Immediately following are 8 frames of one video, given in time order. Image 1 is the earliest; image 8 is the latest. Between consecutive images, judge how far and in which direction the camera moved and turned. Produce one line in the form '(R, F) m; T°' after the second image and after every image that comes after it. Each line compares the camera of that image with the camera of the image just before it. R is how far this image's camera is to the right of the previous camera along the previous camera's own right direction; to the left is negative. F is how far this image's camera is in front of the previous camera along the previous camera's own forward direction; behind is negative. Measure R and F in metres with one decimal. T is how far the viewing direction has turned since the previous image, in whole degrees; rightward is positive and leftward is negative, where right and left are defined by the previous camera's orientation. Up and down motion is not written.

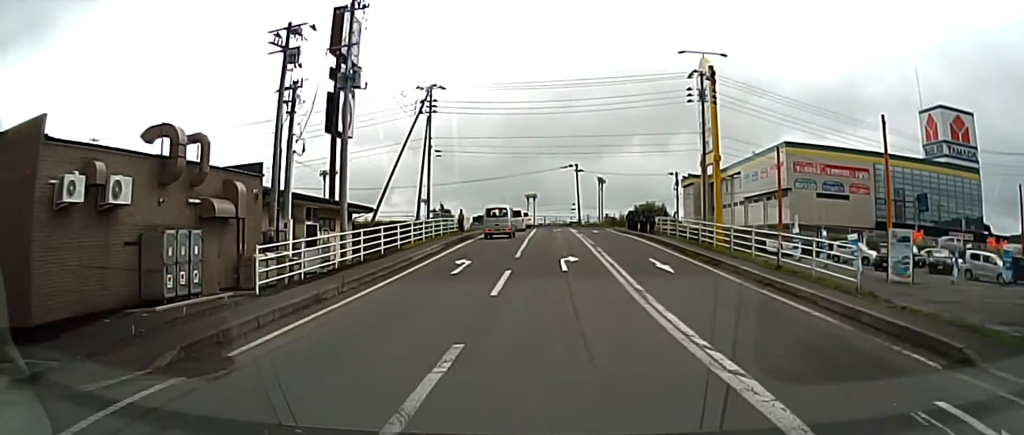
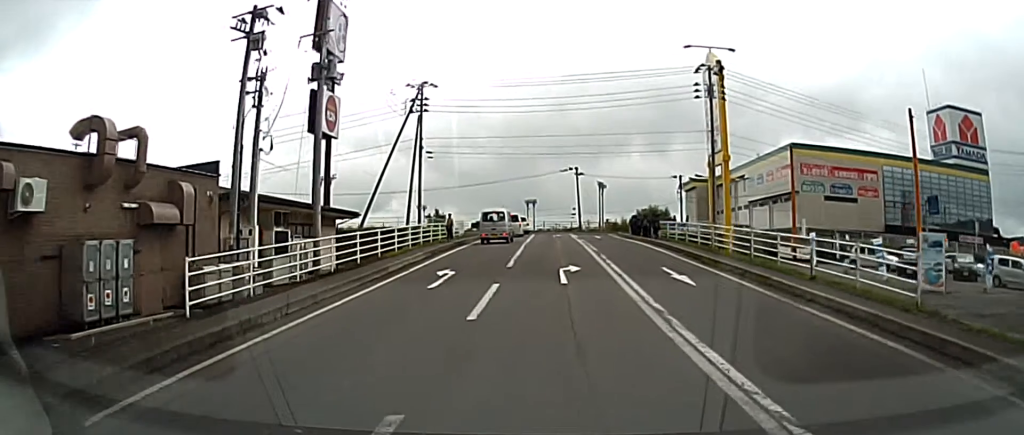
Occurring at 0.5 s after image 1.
(0.0, +3.1) m; -3°
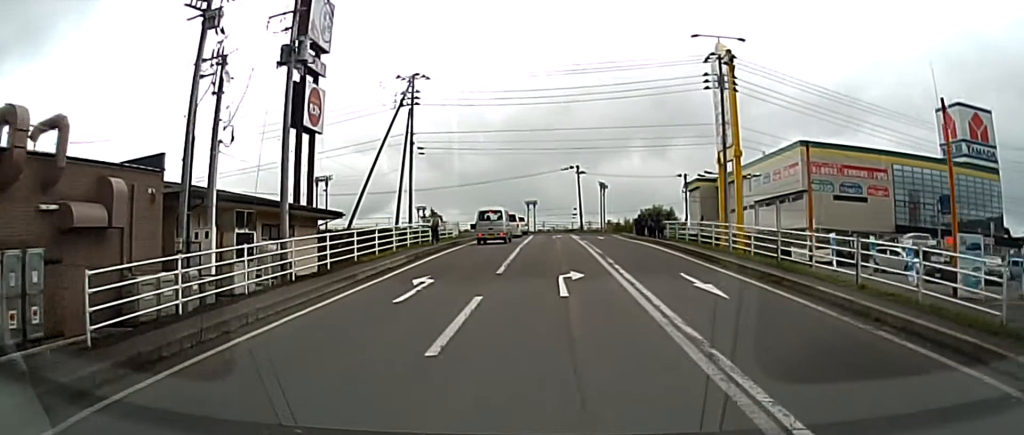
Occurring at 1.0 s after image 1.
(-0.2, +3.2) m; 0°
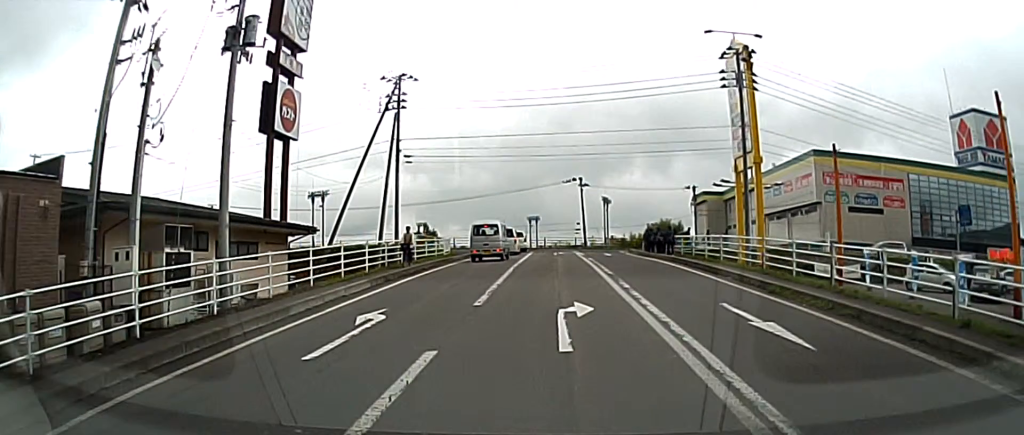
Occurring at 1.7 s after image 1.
(-0.1, +4.5) m; +1°
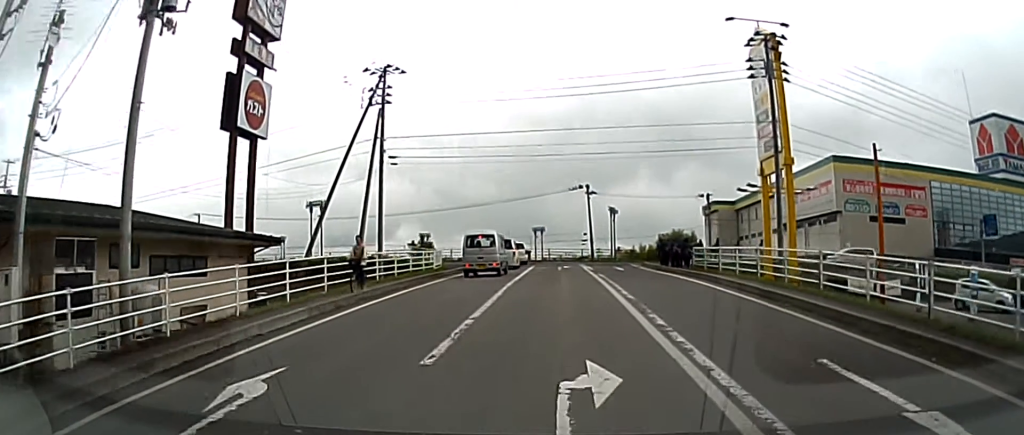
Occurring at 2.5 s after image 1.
(+0.3, +5.1) m; +2°
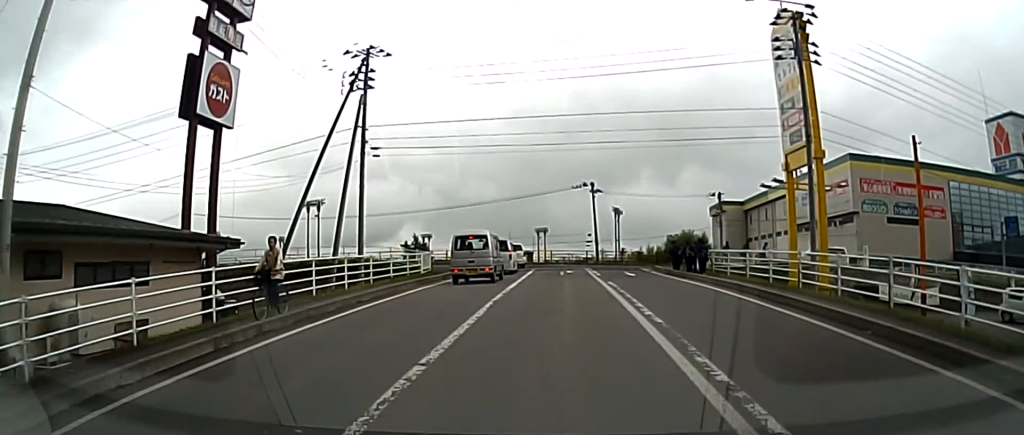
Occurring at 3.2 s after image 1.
(-0.2, +4.4) m; -1°
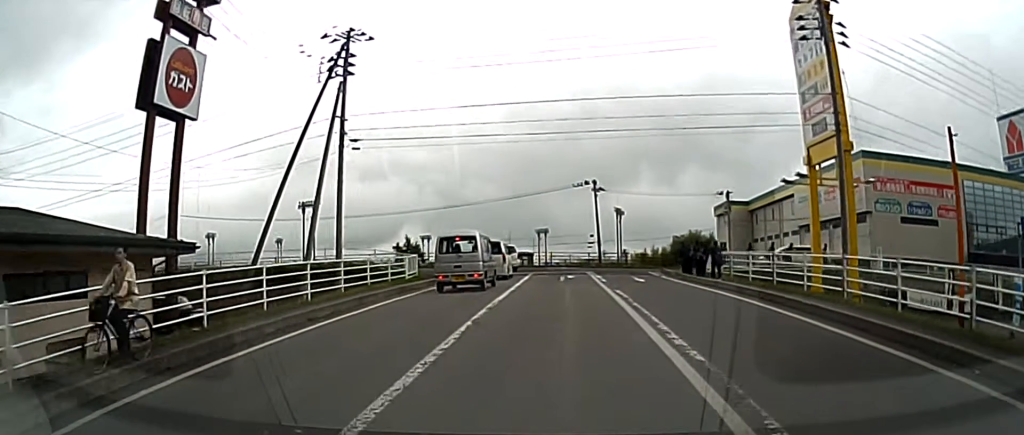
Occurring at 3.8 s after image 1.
(0.0, +3.7) m; 0°
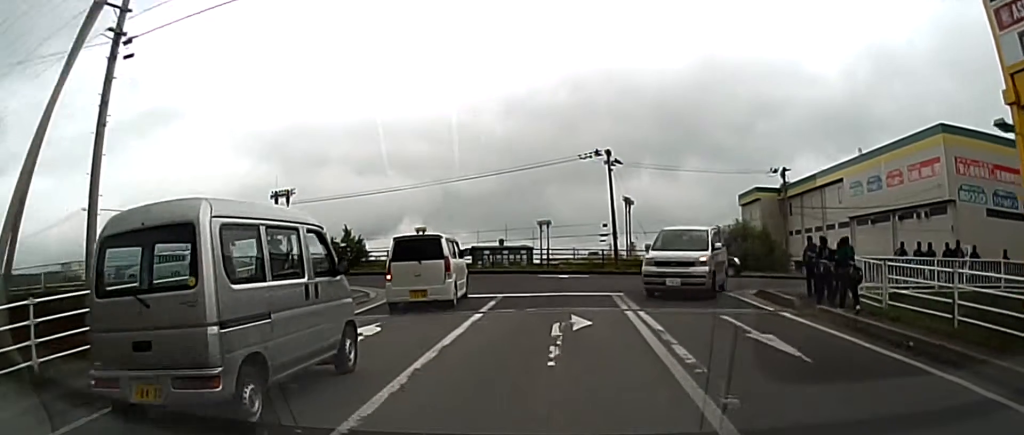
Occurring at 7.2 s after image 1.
(+0.6, +18.6) m; -2°
